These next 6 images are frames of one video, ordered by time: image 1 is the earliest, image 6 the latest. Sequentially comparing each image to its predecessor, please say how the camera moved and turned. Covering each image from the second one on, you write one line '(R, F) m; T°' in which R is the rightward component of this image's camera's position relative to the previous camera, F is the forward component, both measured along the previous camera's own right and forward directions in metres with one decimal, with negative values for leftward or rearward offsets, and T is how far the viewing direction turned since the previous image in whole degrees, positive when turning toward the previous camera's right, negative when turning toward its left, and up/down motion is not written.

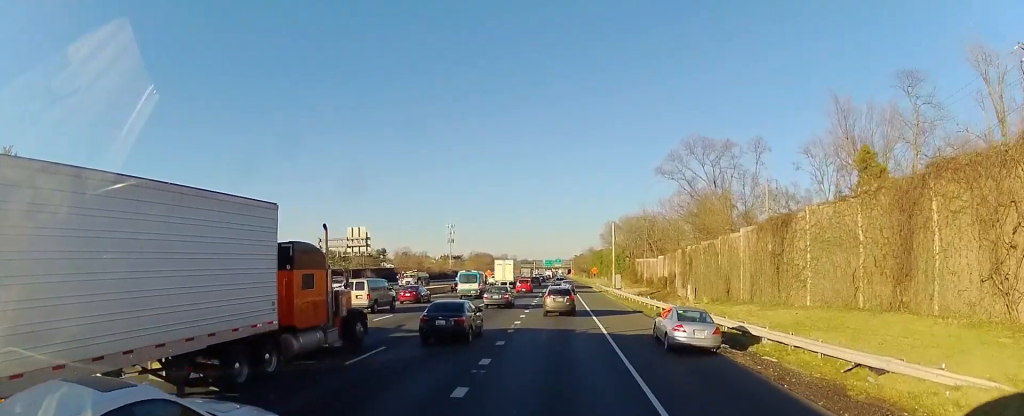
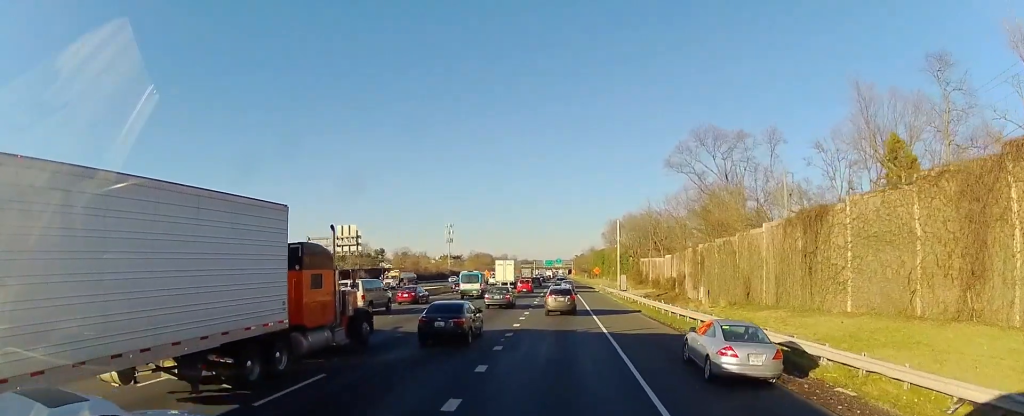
(0.0, +4.9) m; 0°
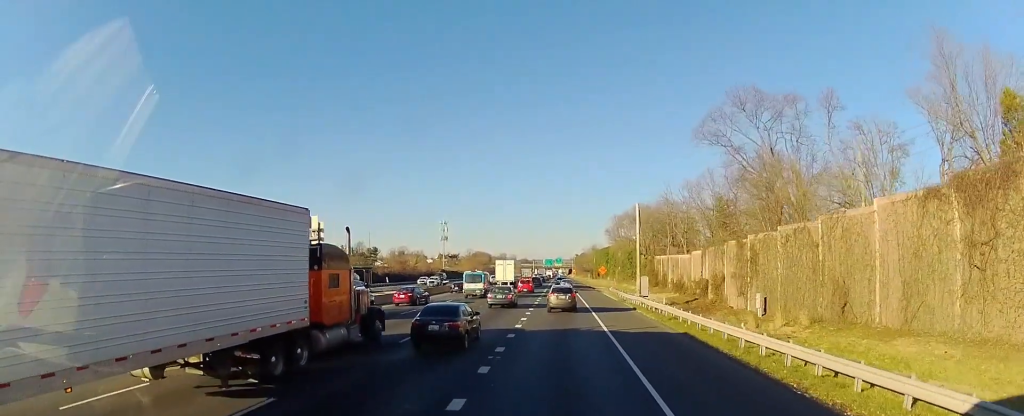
(0.0, +14.9) m; +2°
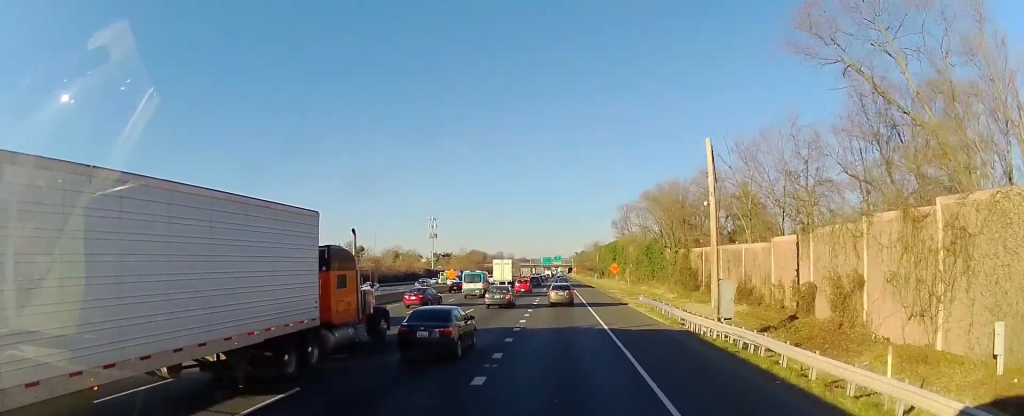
(+0.3, +22.9) m; +1°
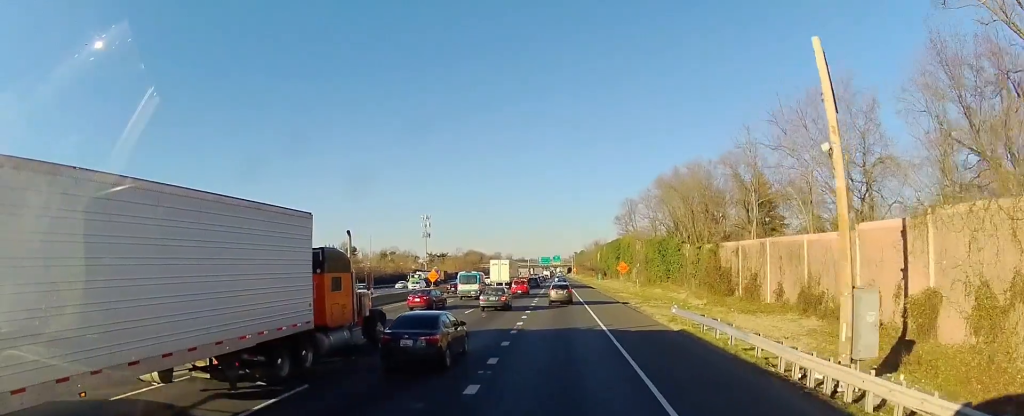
(+0.1, +12.2) m; +1°
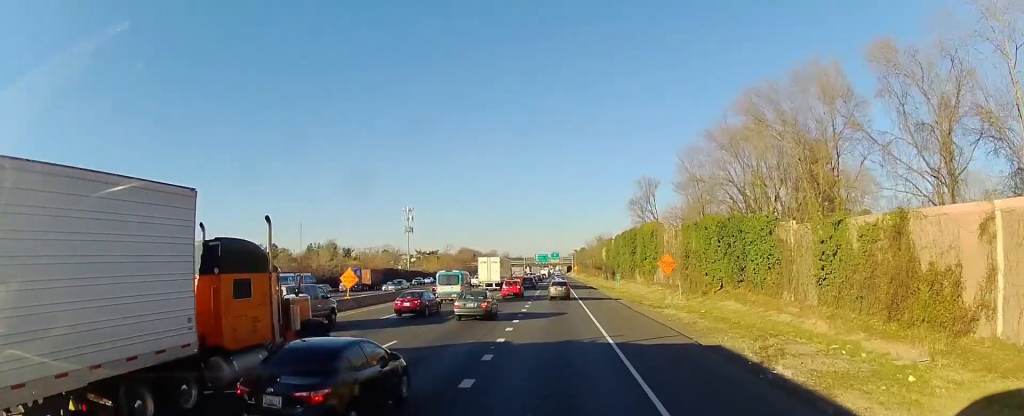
(+0.1, +29.3) m; +1°
